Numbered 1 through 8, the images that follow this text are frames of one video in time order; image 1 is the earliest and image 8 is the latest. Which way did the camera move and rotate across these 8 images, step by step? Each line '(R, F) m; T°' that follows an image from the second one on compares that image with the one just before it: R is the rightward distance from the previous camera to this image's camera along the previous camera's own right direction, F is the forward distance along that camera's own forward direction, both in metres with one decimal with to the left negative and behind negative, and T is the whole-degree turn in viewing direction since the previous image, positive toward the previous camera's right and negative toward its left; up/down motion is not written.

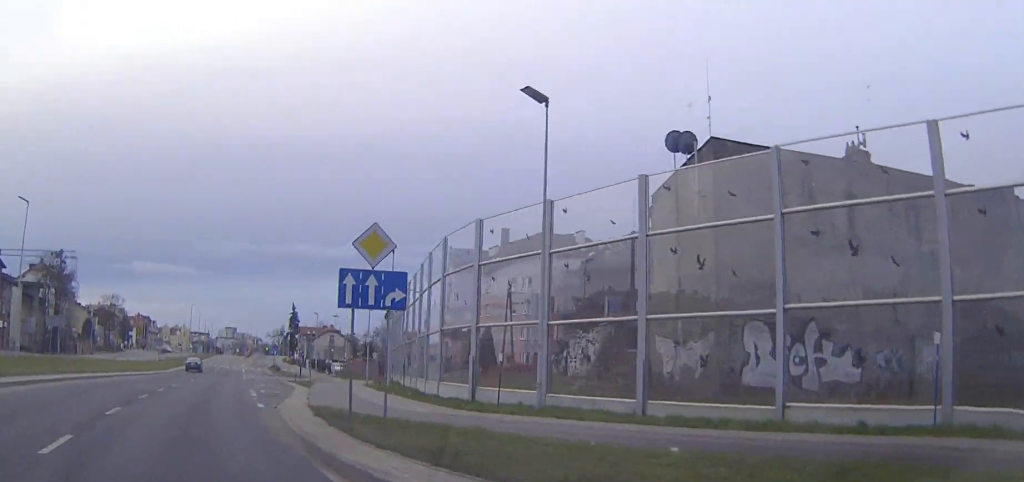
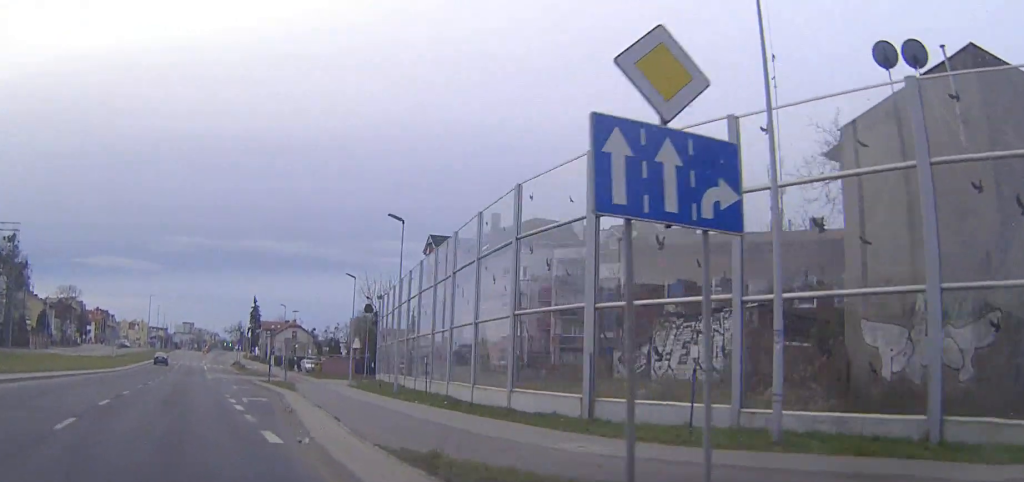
(+0.2, +9.2) m; +3°
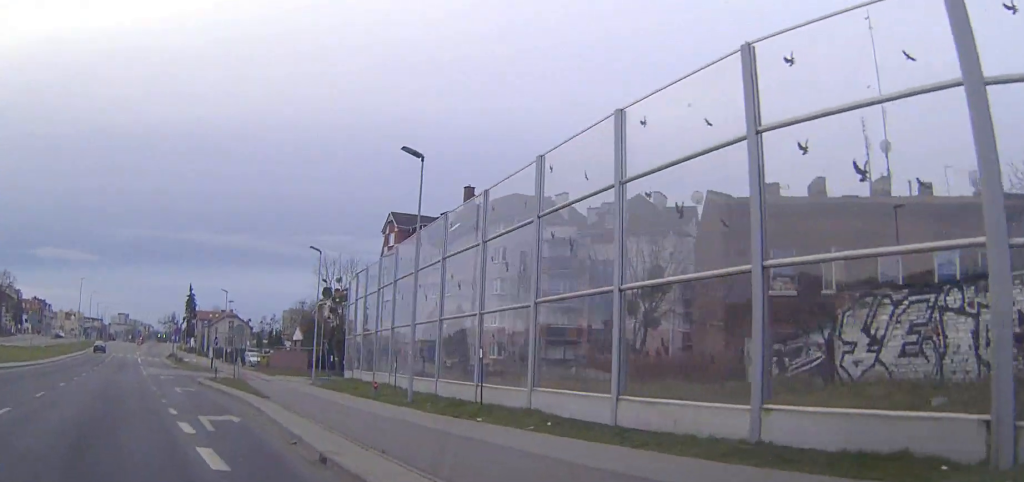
(+0.5, +11.1) m; +5°
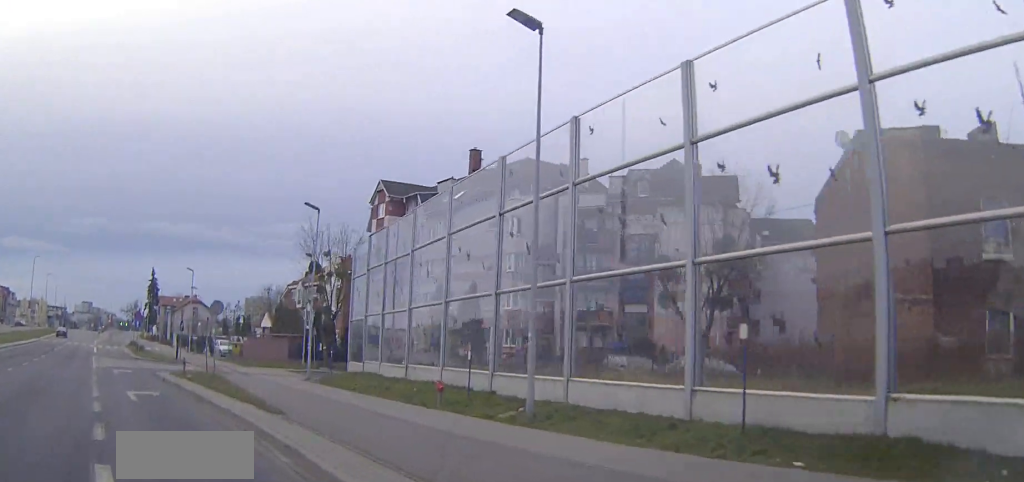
(+0.5, +10.7) m; +4°
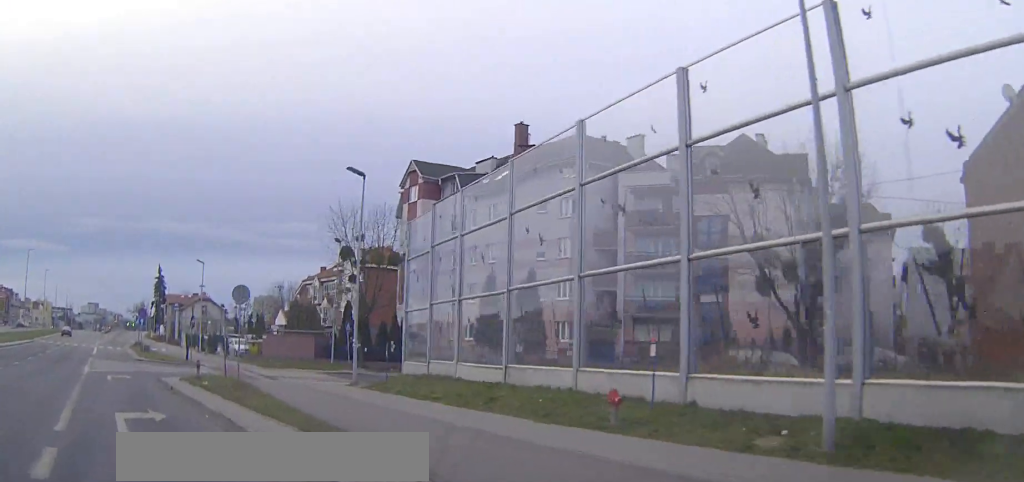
(+0.1, +7.2) m; 0°
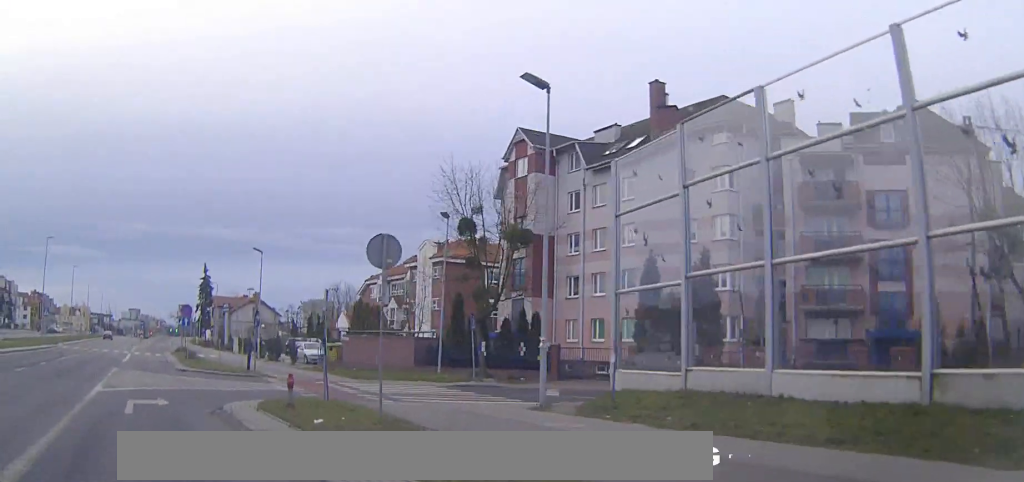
(-0.2, +11.8) m; -2°
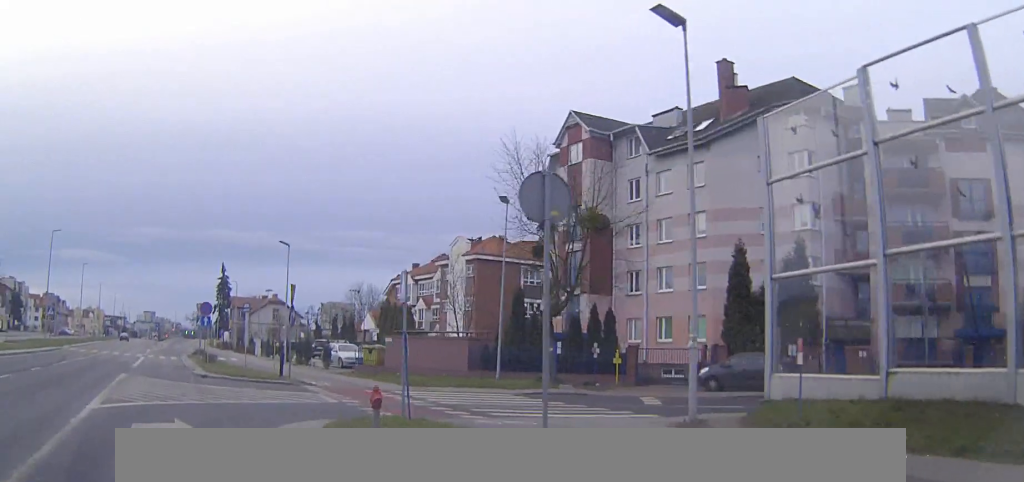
(-0.1, +5.2) m; -1°
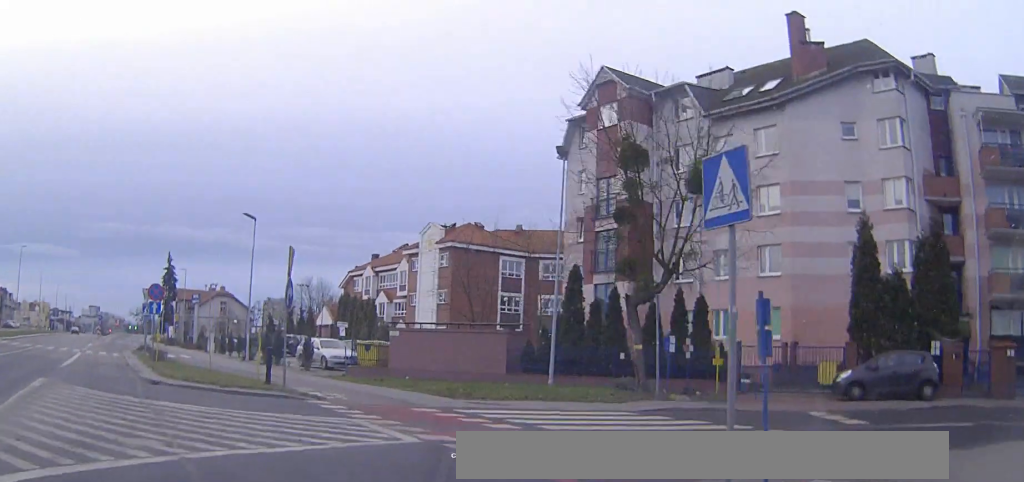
(0.0, +11.3) m; +6°
